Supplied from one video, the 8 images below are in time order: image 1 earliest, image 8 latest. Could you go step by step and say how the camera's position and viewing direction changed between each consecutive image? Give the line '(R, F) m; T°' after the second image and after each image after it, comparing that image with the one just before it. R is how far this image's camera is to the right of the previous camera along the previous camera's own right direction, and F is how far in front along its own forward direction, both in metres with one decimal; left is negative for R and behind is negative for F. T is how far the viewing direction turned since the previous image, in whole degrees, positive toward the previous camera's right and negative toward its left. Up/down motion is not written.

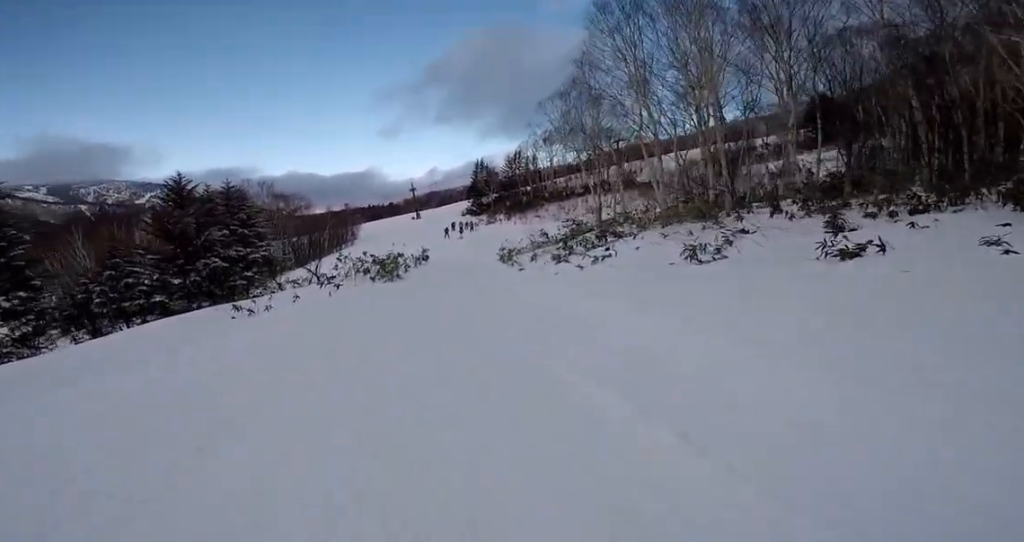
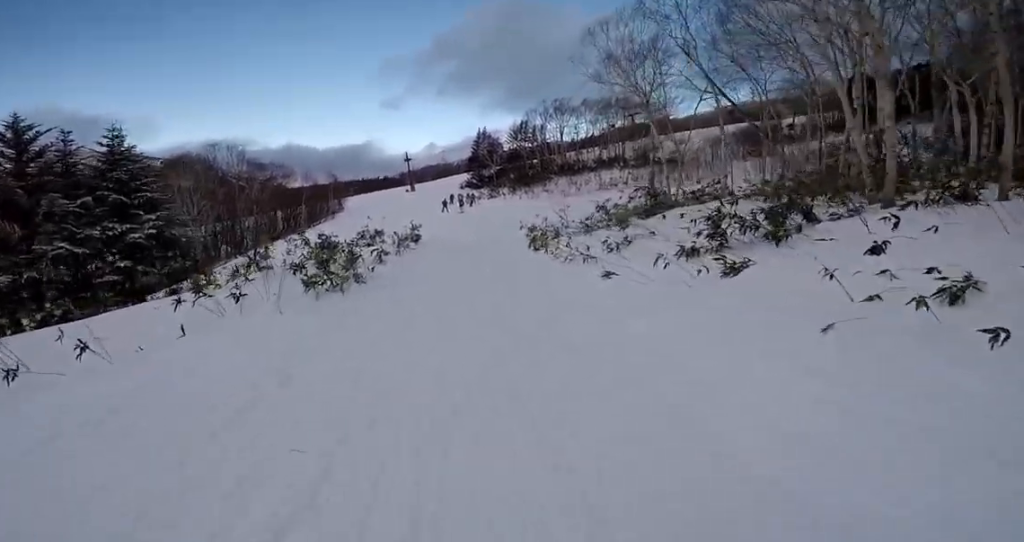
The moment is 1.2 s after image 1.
(0.0, +9.0) m; +6°
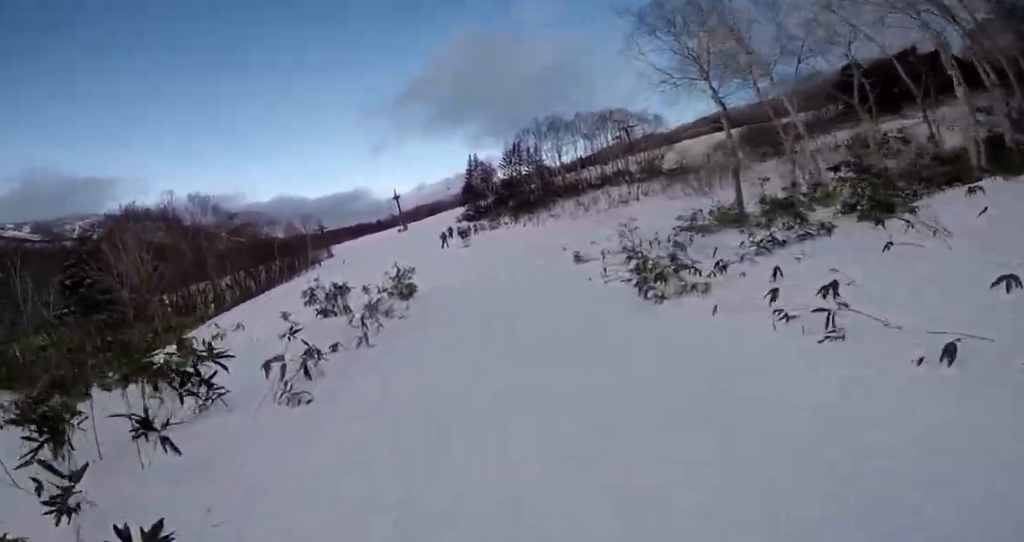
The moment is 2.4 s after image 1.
(+0.9, +8.7) m; +5°
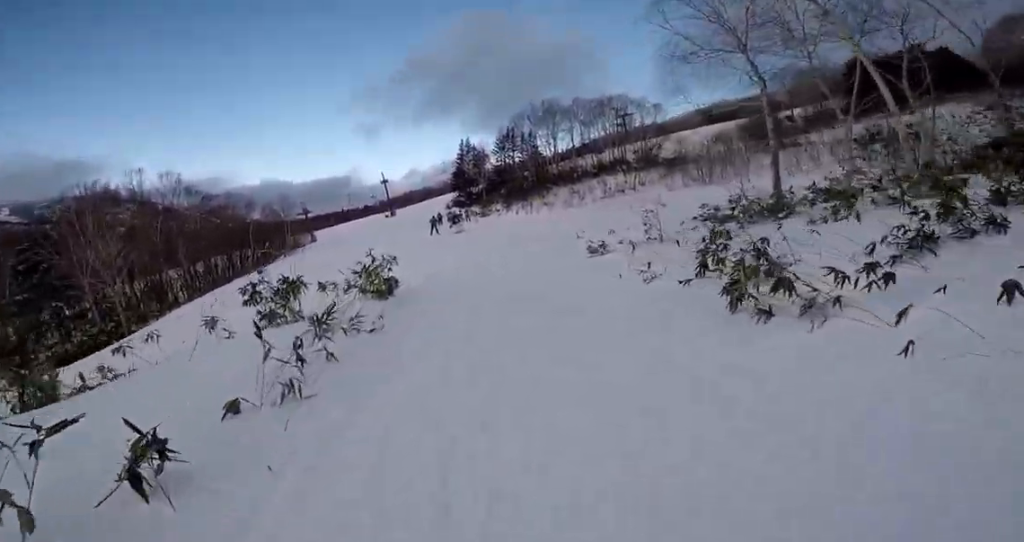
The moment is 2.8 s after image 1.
(0.0, +2.9) m; -1°
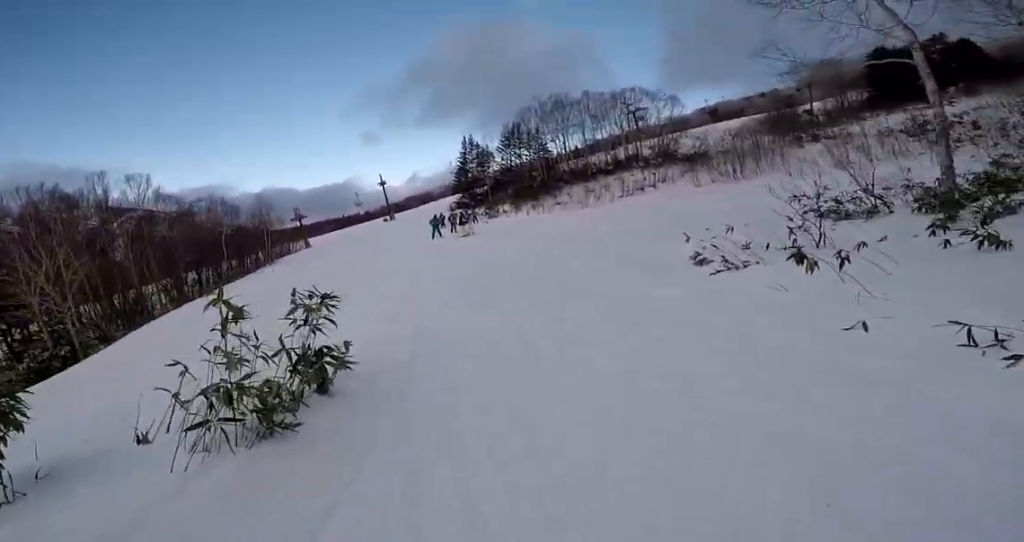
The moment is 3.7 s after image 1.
(-0.1, +5.8) m; -7°
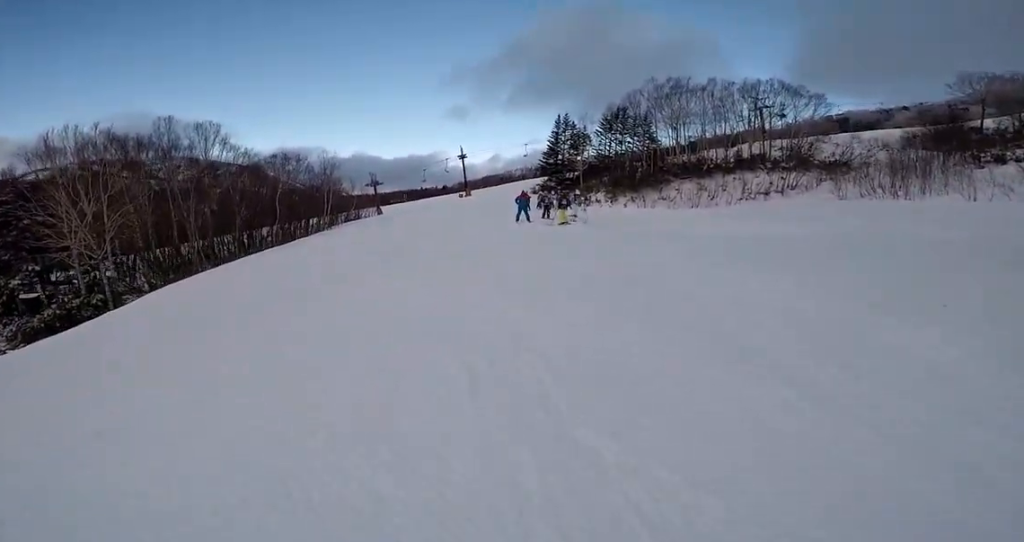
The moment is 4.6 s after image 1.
(-0.6, +5.7) m; -7°
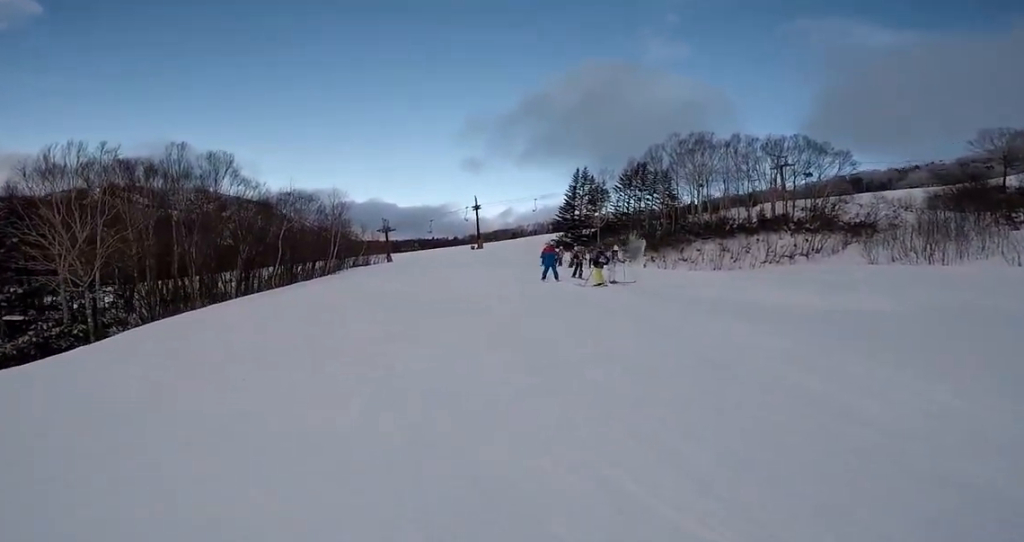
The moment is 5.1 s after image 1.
(-0.1, +2.7) m; -3°
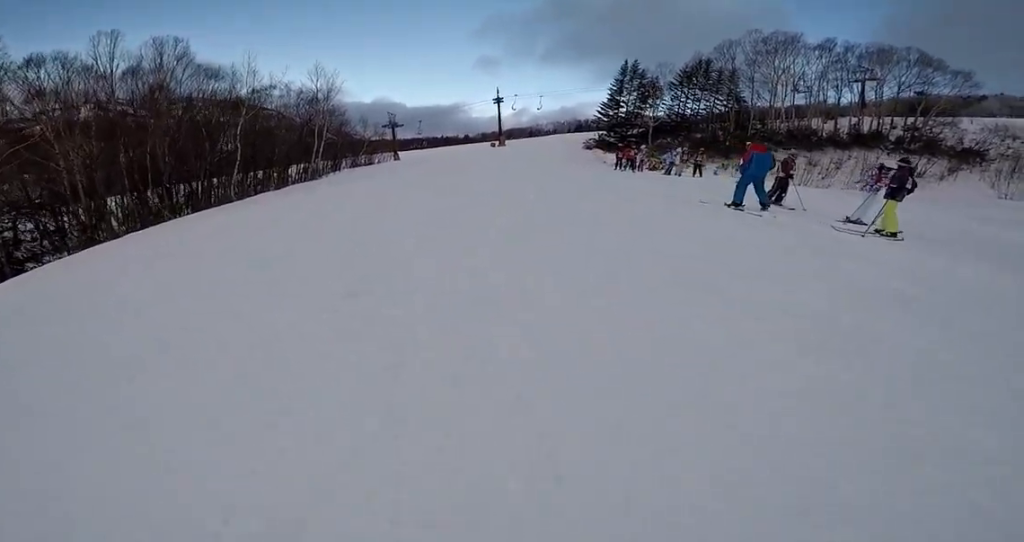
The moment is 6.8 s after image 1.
(-0.8, +8.6) m; -6°
